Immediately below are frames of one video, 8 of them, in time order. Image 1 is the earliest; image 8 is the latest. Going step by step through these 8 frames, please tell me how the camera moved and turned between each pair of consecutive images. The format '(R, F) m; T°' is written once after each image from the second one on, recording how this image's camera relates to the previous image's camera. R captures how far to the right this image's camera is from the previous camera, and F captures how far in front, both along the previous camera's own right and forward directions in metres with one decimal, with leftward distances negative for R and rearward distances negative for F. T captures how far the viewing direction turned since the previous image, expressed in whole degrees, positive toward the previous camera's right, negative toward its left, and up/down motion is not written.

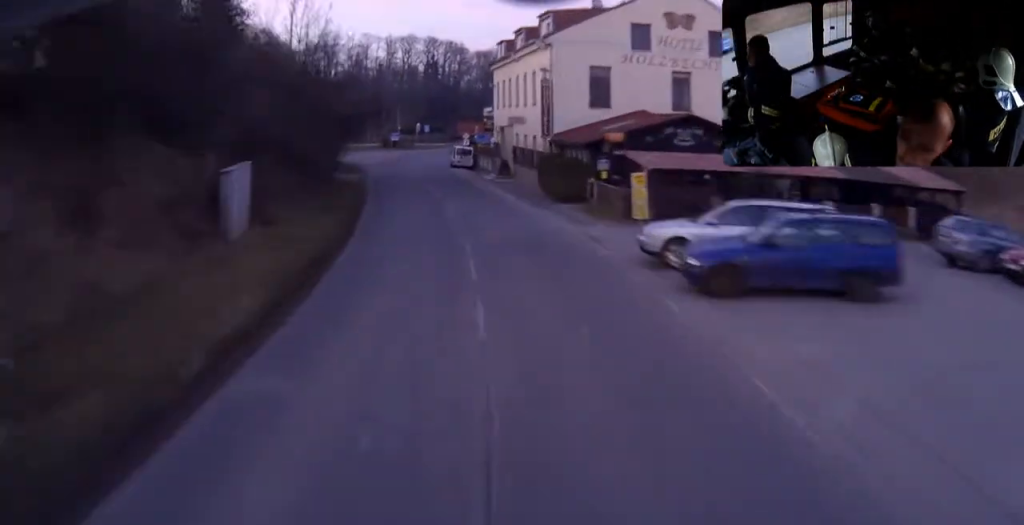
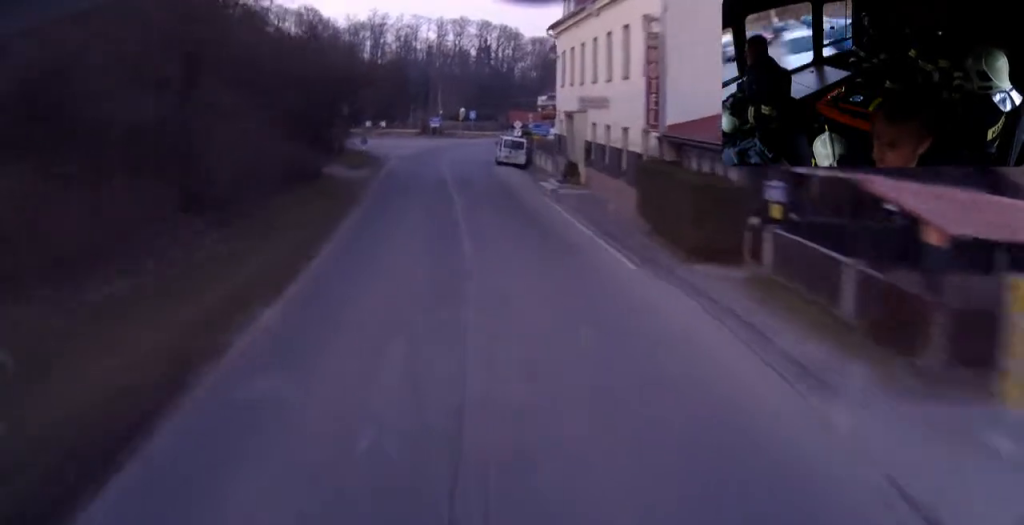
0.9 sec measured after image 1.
(-0.8, +15.8) m; -4°
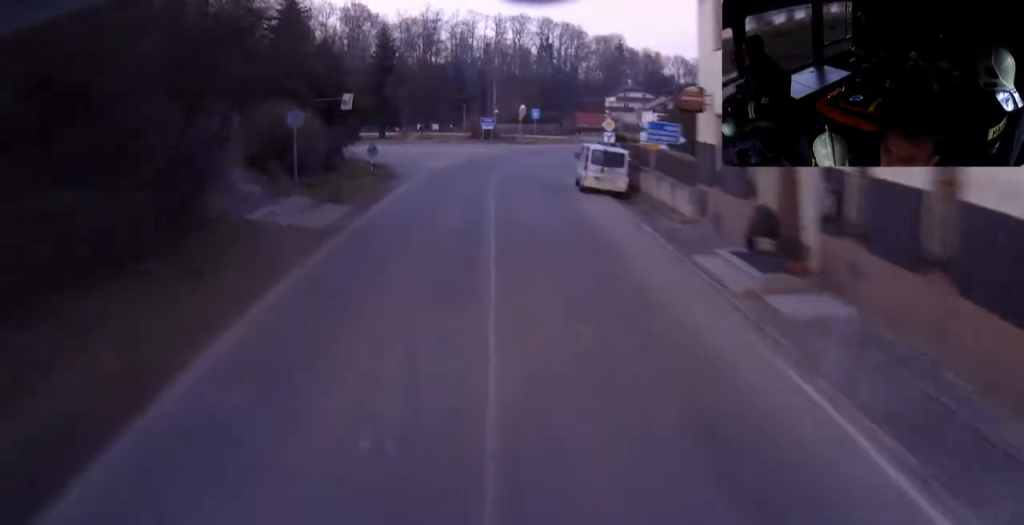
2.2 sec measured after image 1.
(-0.5, +20.7) m; +1°
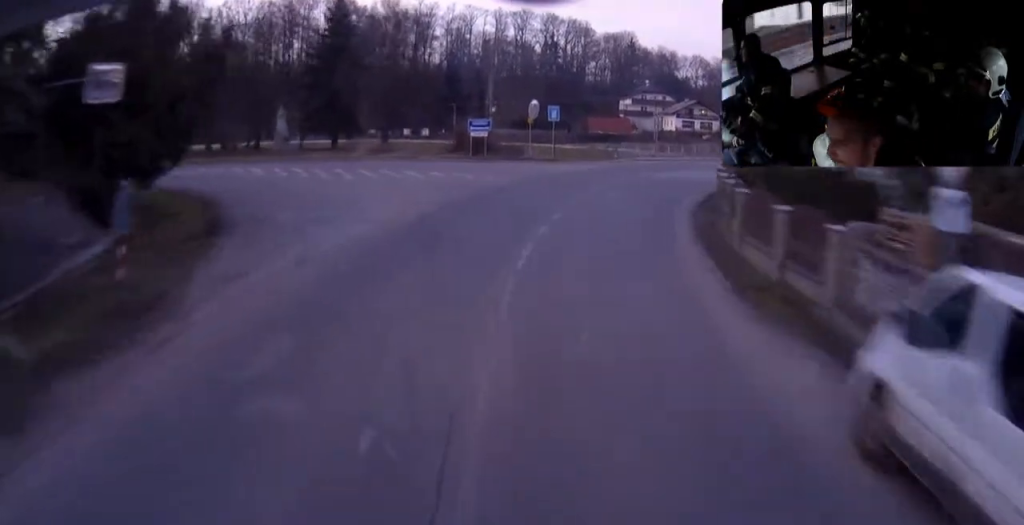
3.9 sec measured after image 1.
(+1.1, +28.0) m; +5°
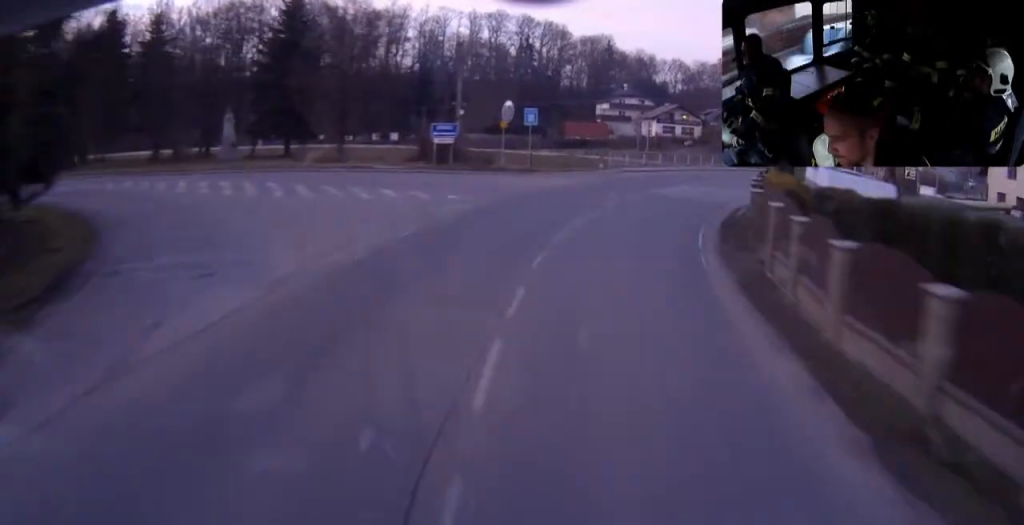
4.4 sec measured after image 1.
(0.0, +7.3) m; +2°
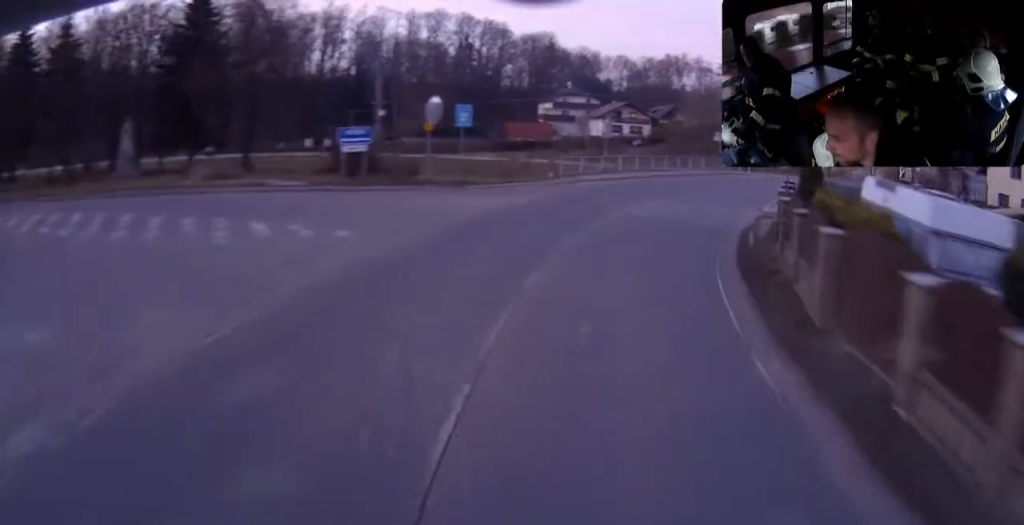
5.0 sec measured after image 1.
(+0.3, +8.9) m; +5°
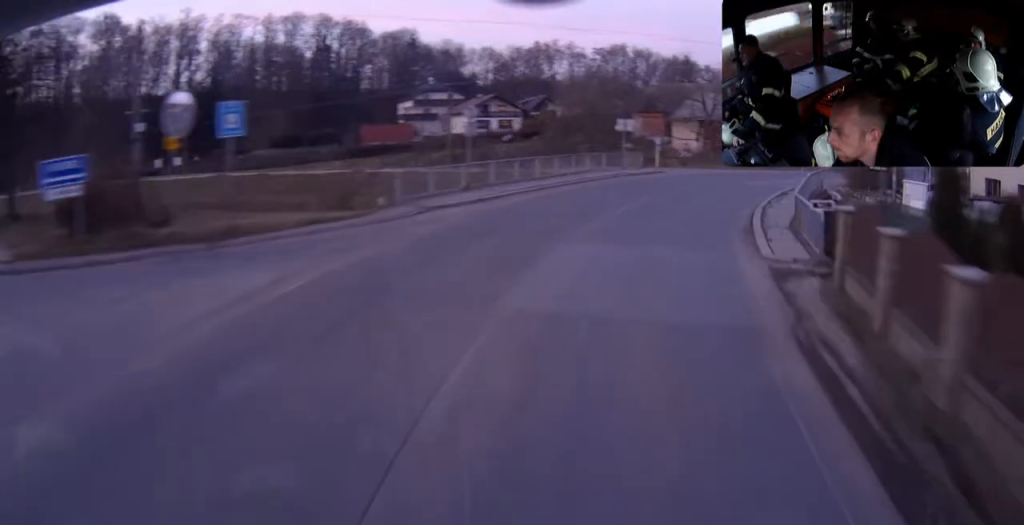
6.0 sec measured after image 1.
(+1.2, +14.9) m; +12°
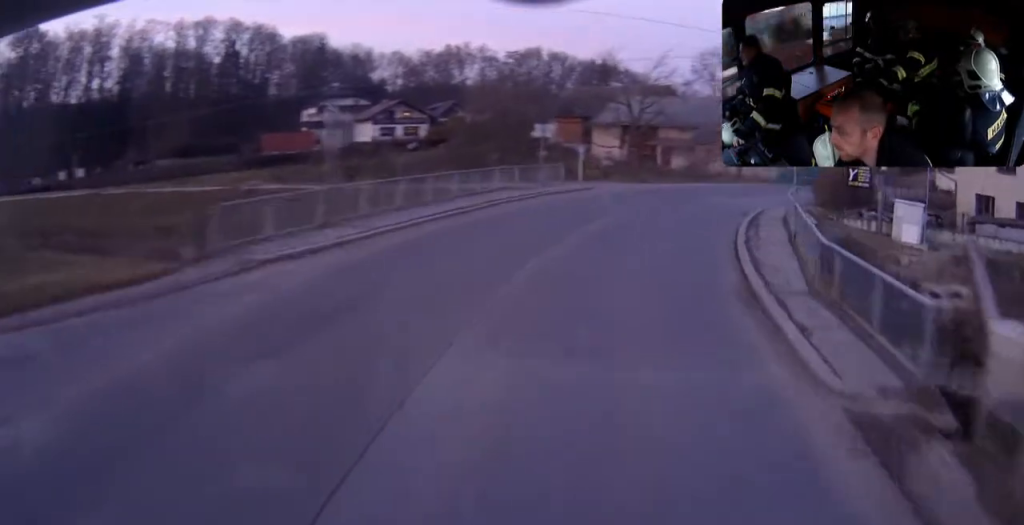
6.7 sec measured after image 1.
(+0.4, +8.3) m; +9°
